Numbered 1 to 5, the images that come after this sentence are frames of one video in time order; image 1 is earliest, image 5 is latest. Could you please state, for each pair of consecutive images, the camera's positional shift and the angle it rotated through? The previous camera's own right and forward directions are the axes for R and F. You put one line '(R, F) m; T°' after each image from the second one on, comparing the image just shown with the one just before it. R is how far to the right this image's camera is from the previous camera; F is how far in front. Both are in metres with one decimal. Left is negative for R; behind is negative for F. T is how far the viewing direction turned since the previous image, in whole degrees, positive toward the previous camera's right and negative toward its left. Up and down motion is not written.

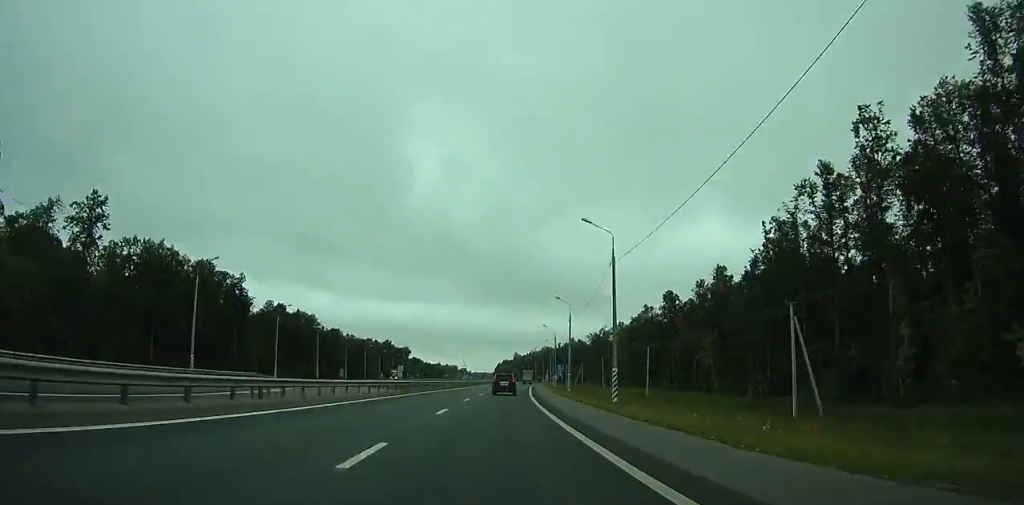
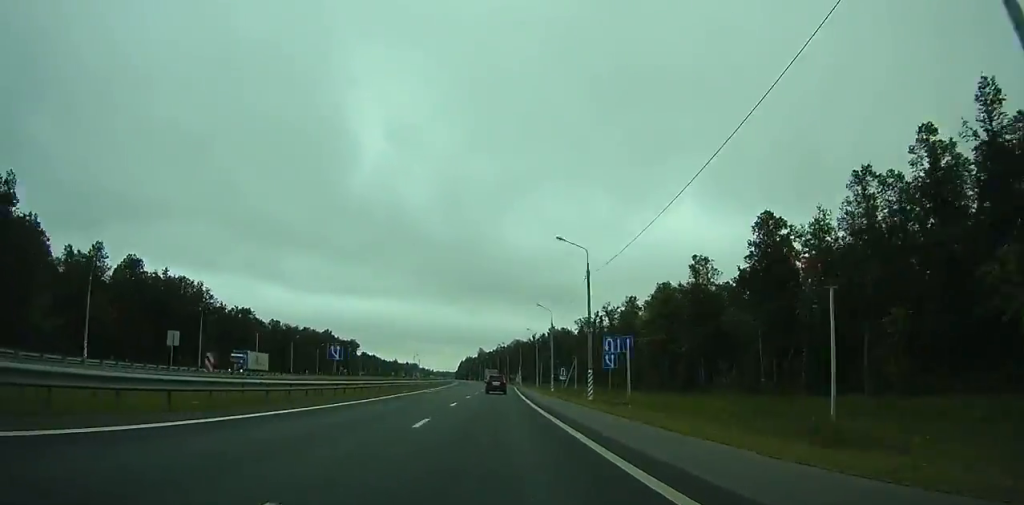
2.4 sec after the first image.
(+1.4, +65.2) m; +2°
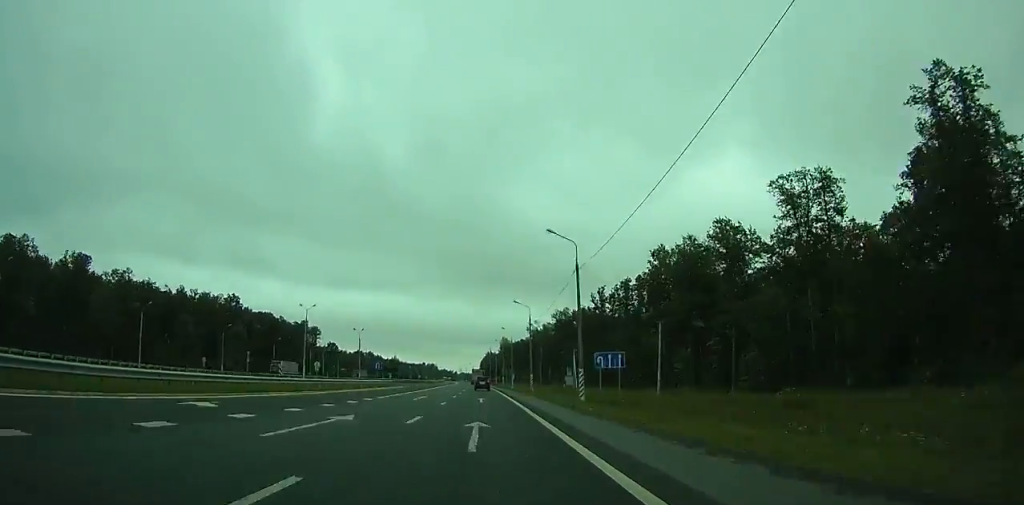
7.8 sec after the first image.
(+0.4, +143.2) m; -2°
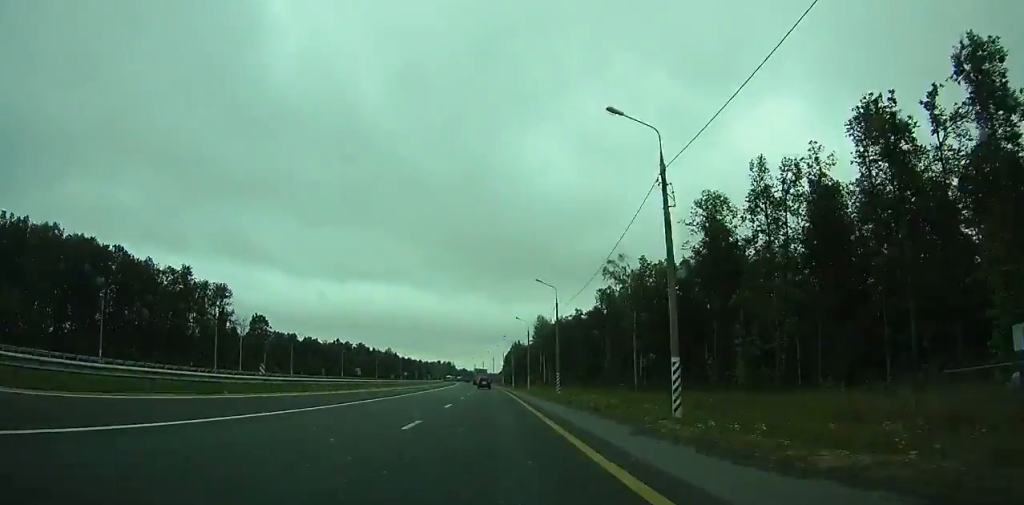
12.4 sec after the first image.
(-4.0, +121.2) m; -3°
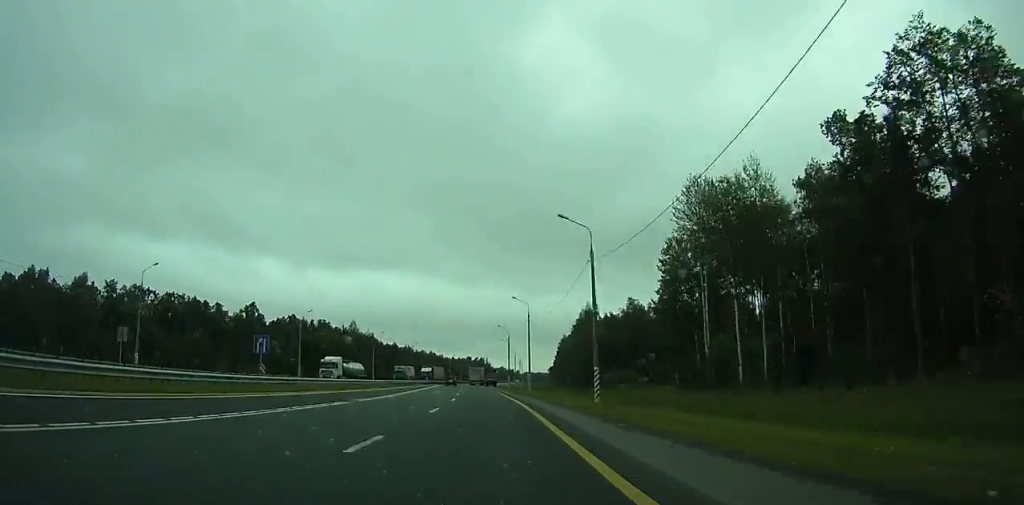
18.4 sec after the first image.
(-3.4, +159.9) m; -4°
